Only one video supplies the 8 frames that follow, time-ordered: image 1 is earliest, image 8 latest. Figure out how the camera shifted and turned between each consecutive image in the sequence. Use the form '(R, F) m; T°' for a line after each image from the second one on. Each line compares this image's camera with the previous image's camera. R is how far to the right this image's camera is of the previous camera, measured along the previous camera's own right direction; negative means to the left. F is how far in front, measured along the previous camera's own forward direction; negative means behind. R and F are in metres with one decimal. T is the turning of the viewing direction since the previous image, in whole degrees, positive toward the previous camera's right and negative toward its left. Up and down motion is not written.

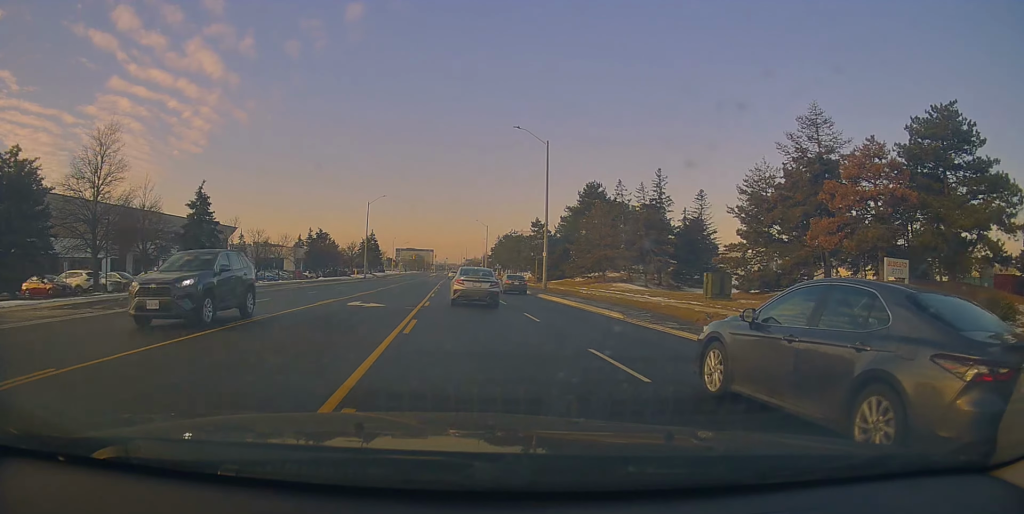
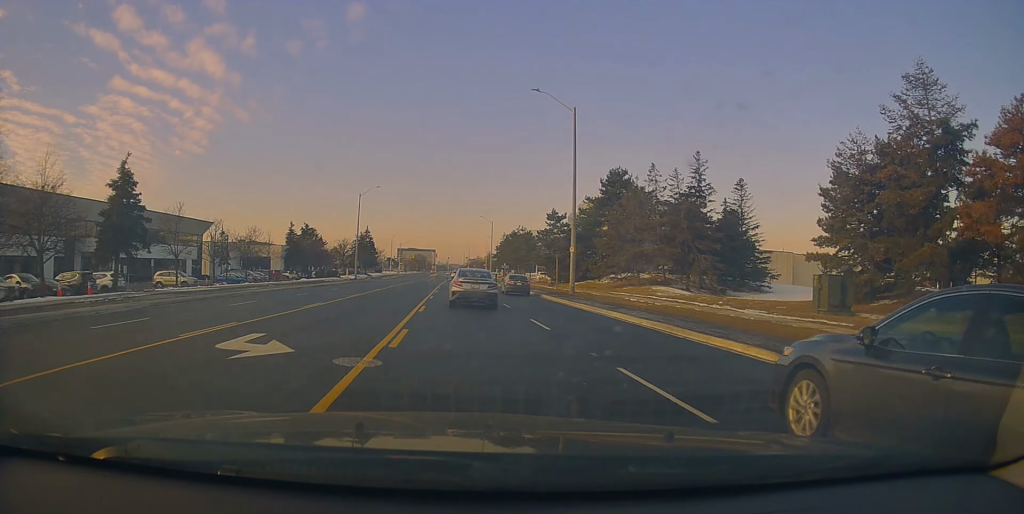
(-0.2, +11.3) m; -2°
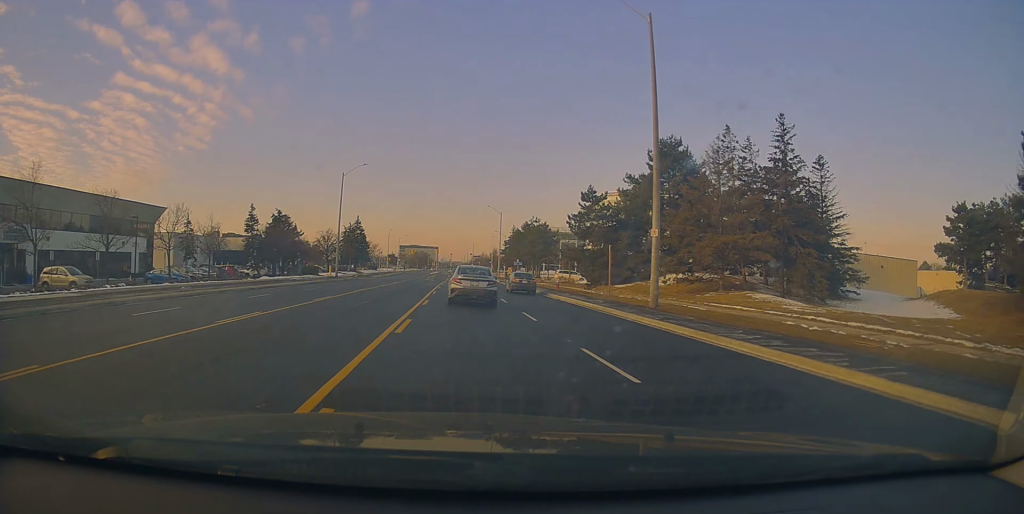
(-0.5, +16.3) m; -1°
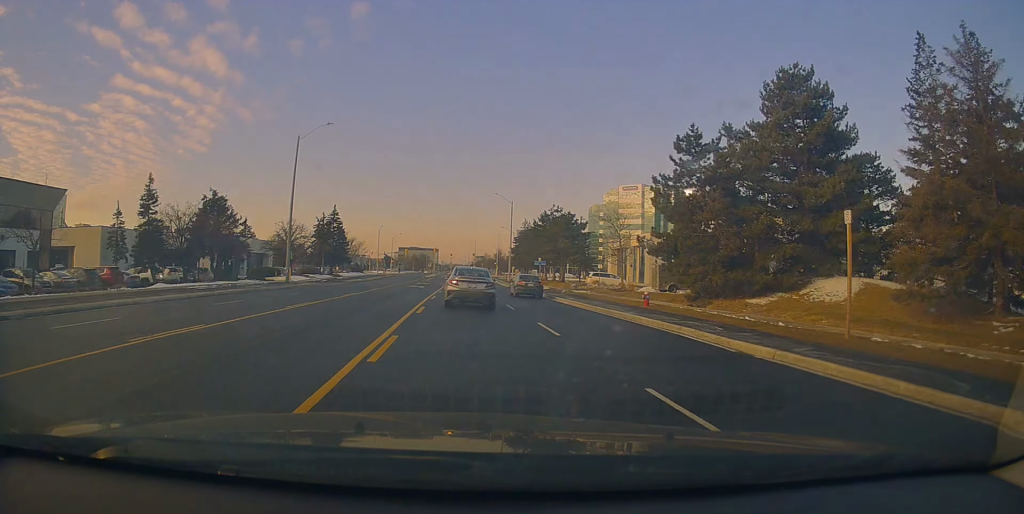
(+0.3, +21.3) m; +1°
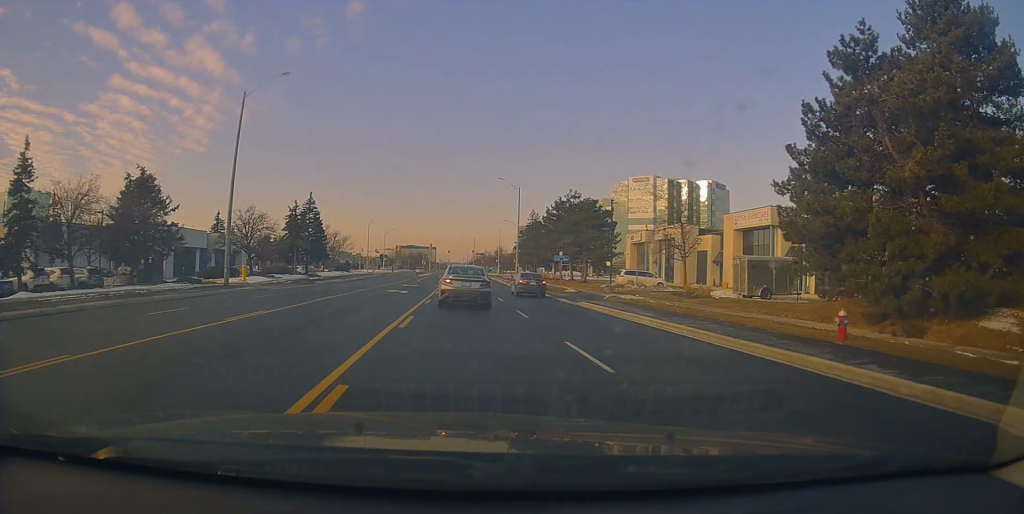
(0.0, +13.4) m; 0°
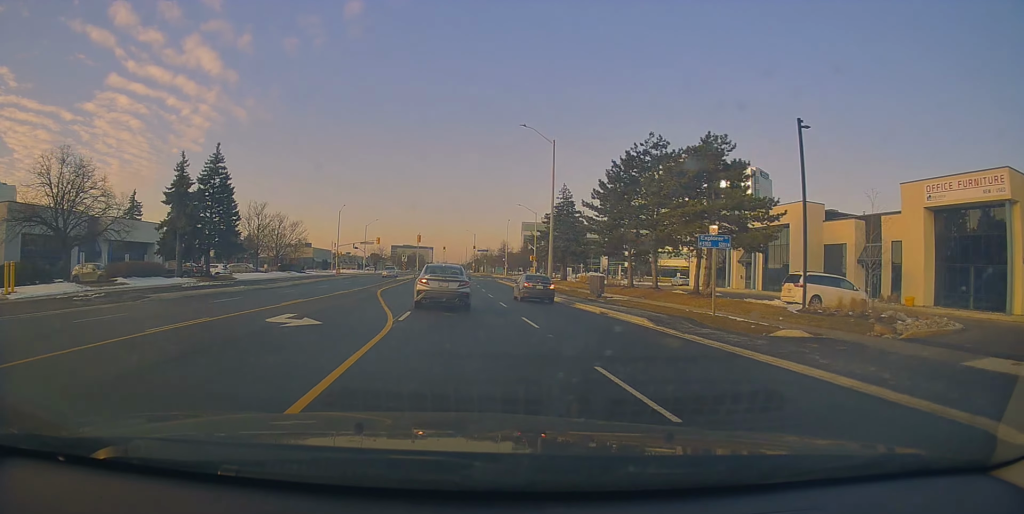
(-0.3, +30.5) m; 0°
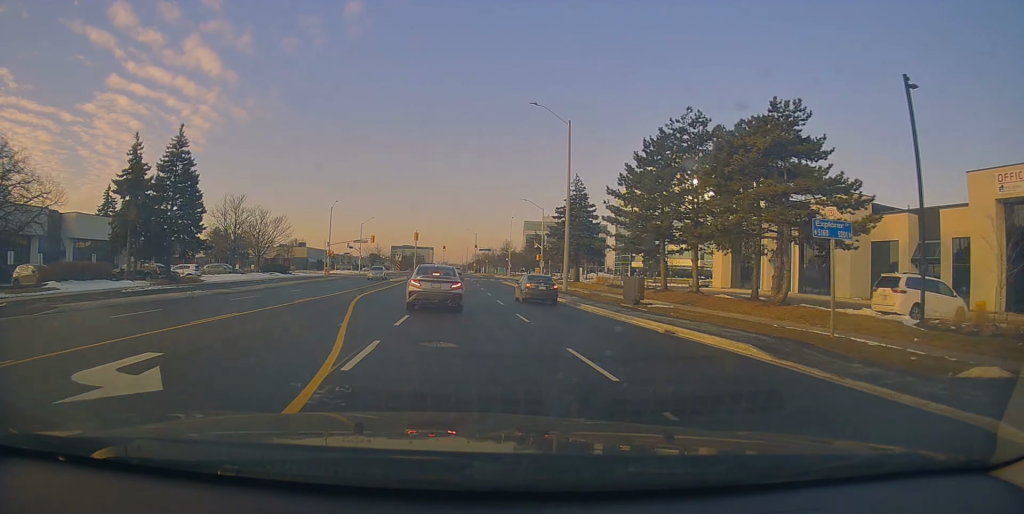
(0.0, +7.1) m; 0°
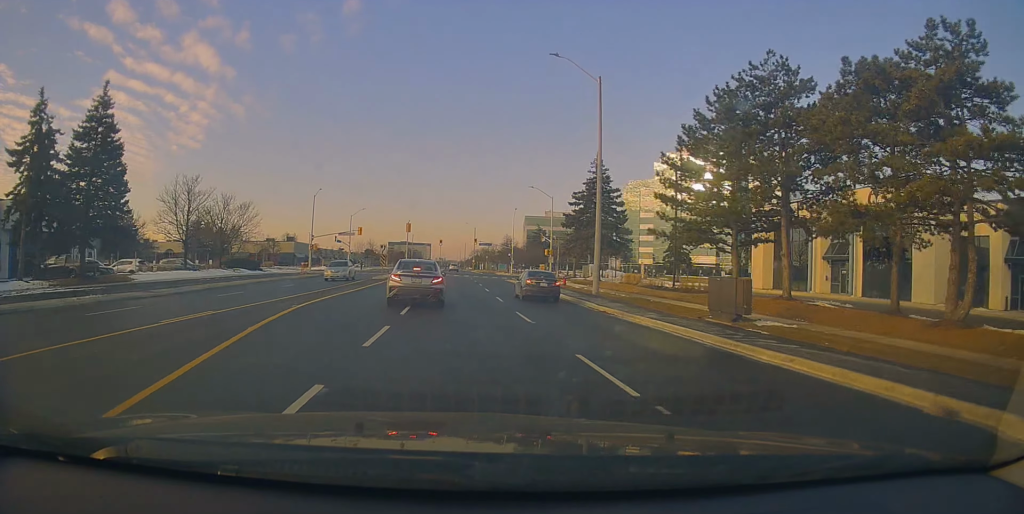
(0.0, +10.2) m; 0°
